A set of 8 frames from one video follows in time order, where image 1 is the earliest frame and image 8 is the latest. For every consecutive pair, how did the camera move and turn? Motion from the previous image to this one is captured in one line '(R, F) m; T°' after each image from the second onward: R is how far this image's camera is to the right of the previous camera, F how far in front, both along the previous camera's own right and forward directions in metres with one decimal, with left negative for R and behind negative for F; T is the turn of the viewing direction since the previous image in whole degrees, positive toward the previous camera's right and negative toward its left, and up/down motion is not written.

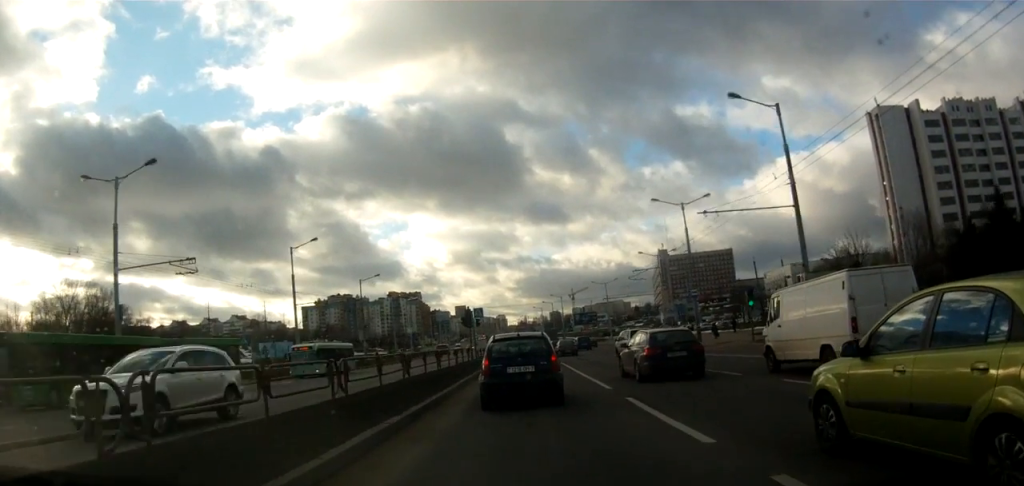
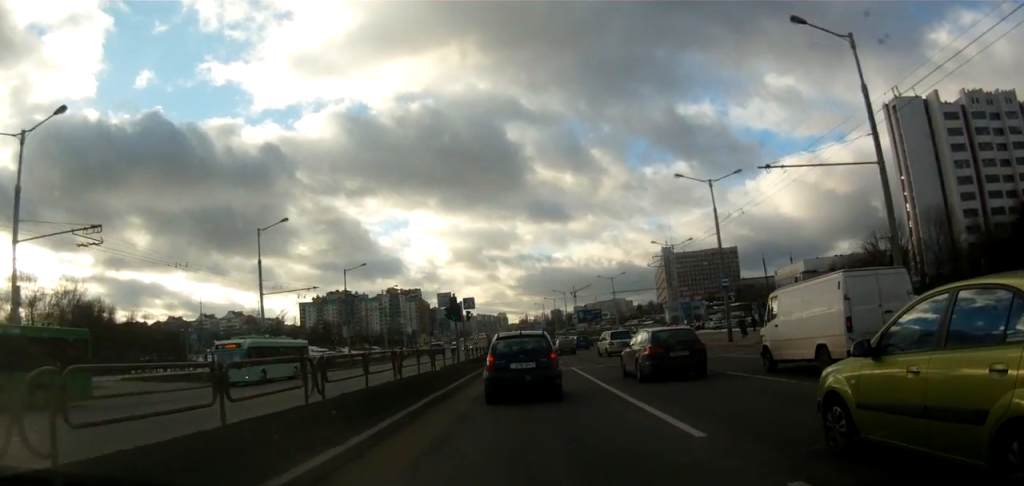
(0.0, +8.5) m; 0°
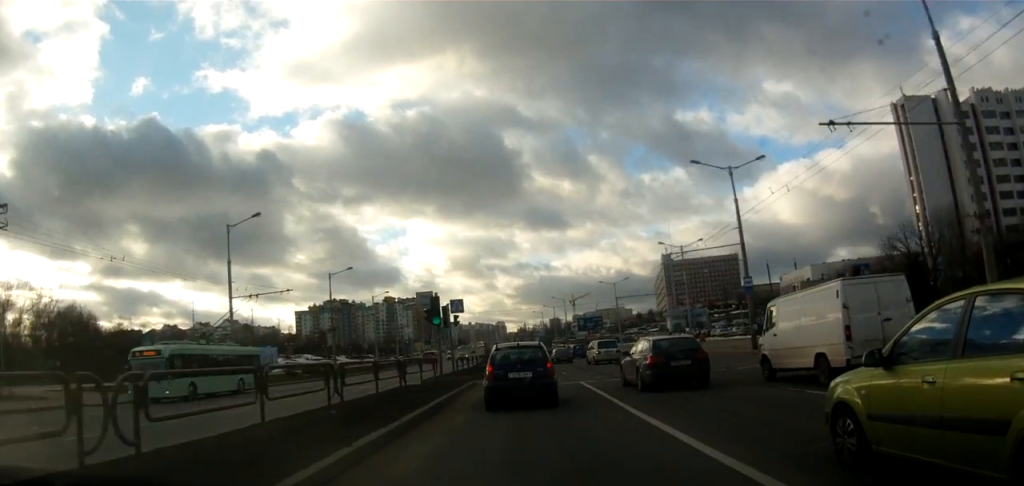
(0.0, +5.5) m; -1°
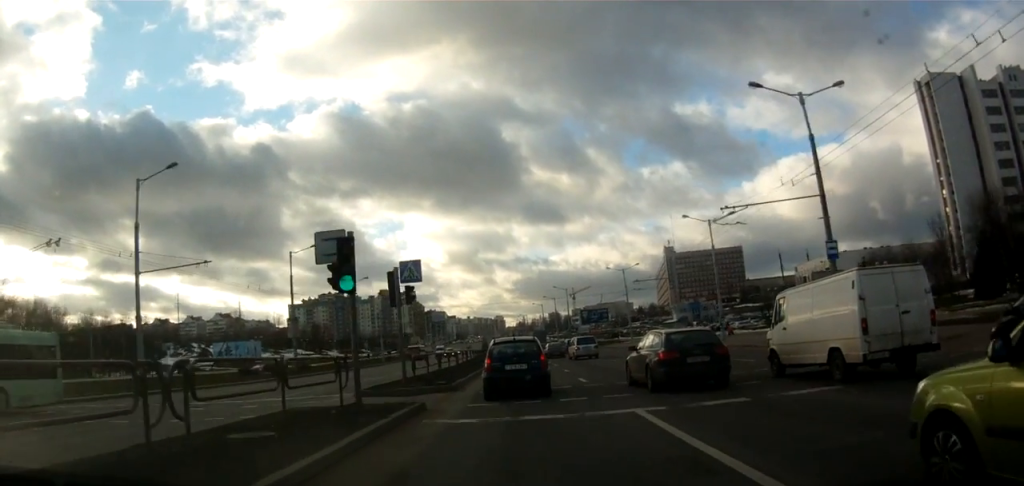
(-0.3, +12.4) m; -1°
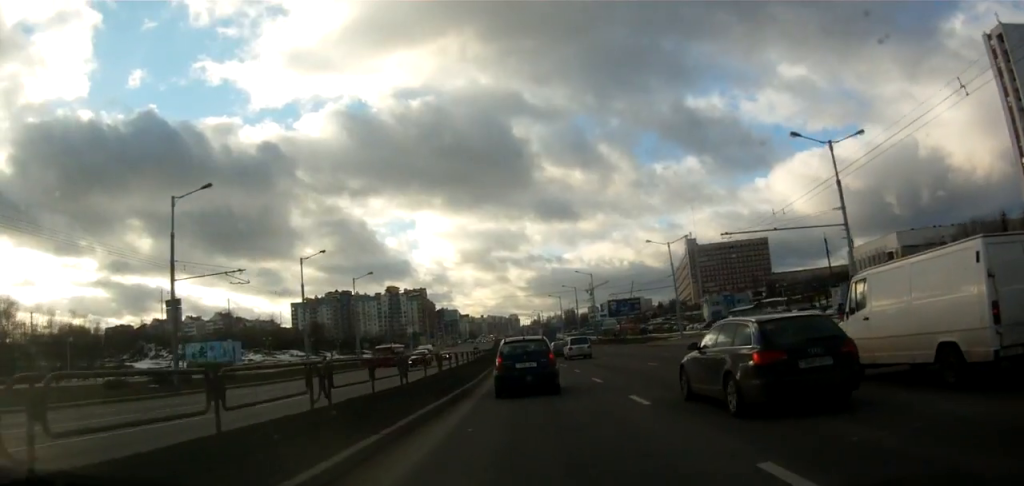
(+0.3, +23.5) m; 0°
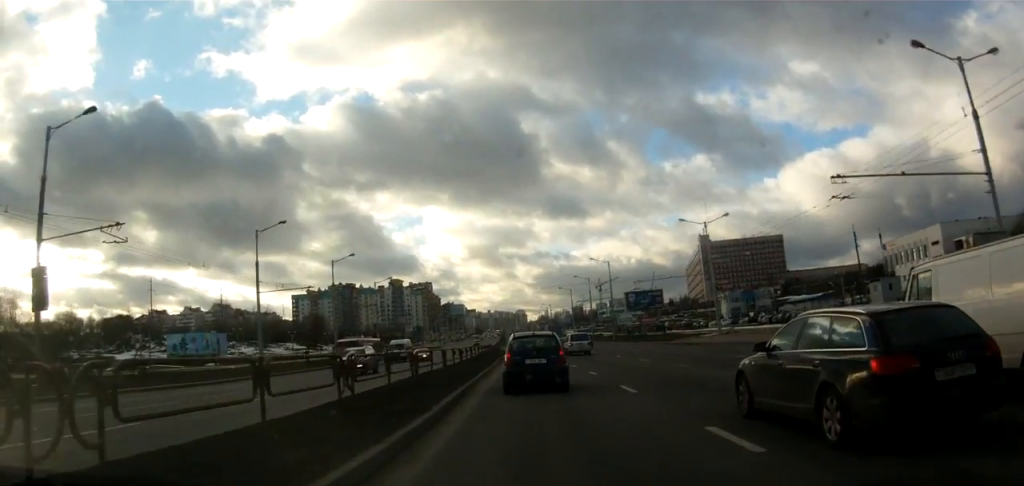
(-0.3, +13.4) m; -1°
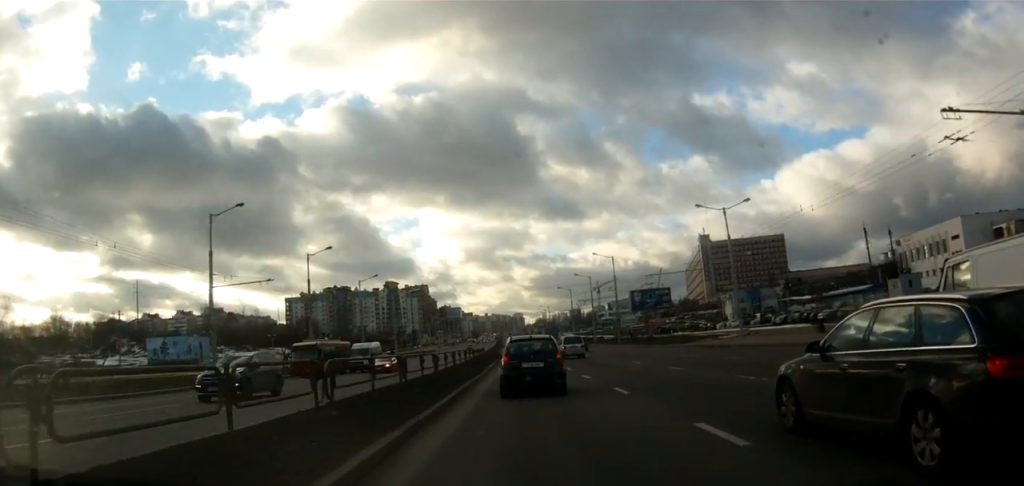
(0.0, +7.4) m; 0°
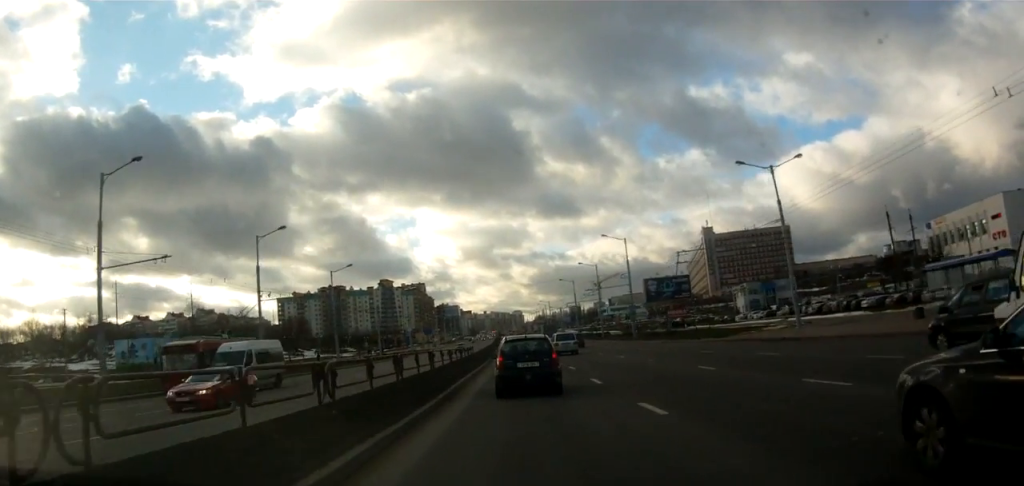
(0.0, +12.9) m; -1°
